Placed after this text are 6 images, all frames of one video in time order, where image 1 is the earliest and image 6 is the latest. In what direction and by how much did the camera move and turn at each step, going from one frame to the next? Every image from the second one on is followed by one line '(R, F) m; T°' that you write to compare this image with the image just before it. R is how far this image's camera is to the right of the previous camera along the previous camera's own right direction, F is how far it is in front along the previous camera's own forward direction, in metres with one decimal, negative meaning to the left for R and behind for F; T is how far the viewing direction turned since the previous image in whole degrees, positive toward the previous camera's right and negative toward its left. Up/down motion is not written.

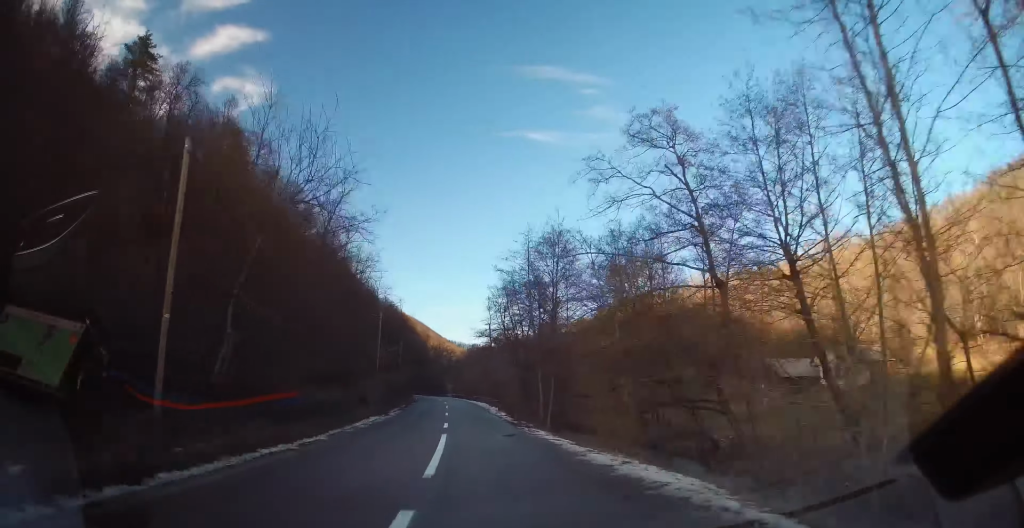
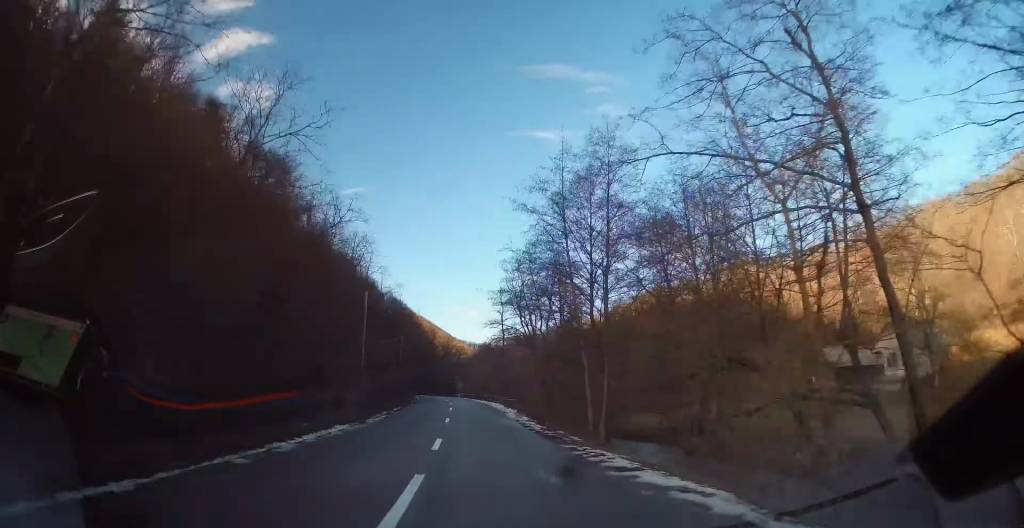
(-0.1, +10.6) m; -2°
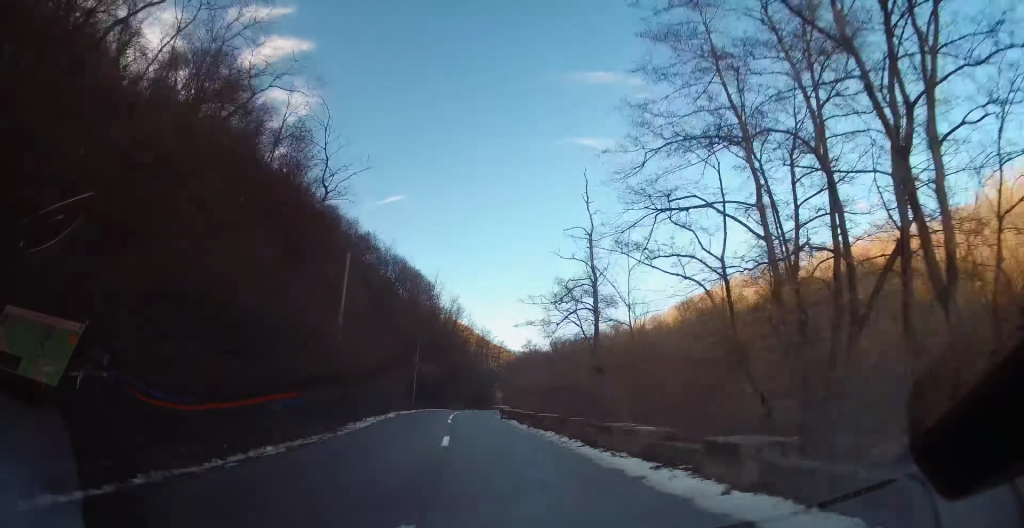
(-1.7, +45.8) m; -3°
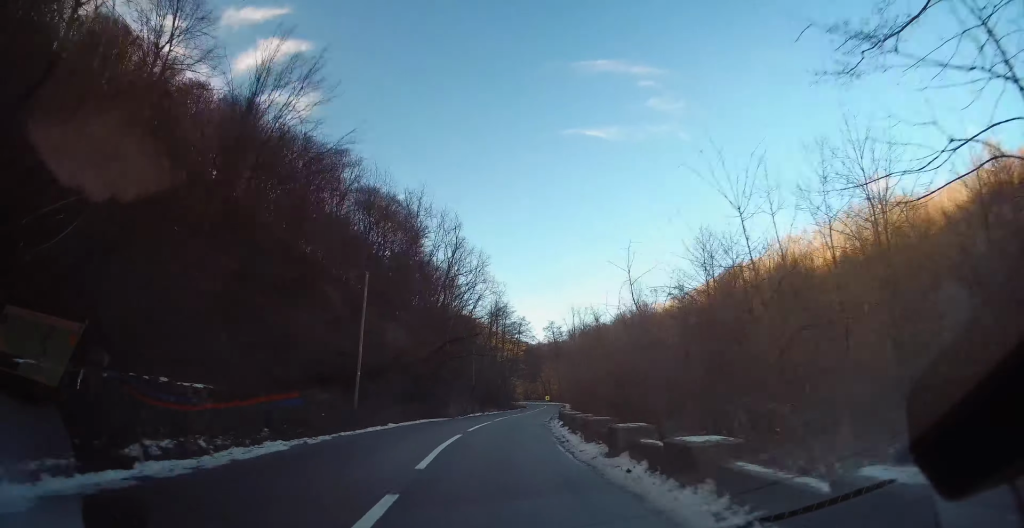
(-0.2, +34.3) m; +1°
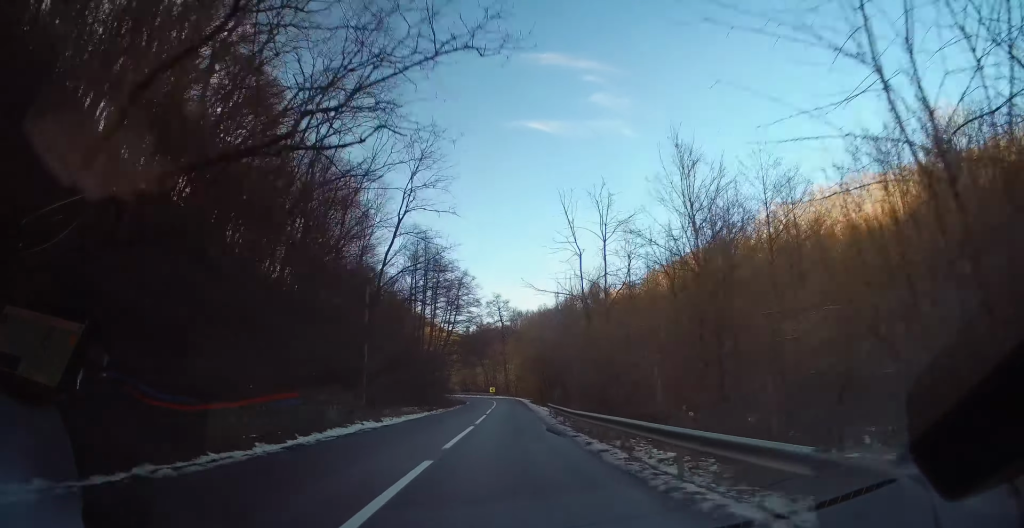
(+1.5, +32.1) m; +5°
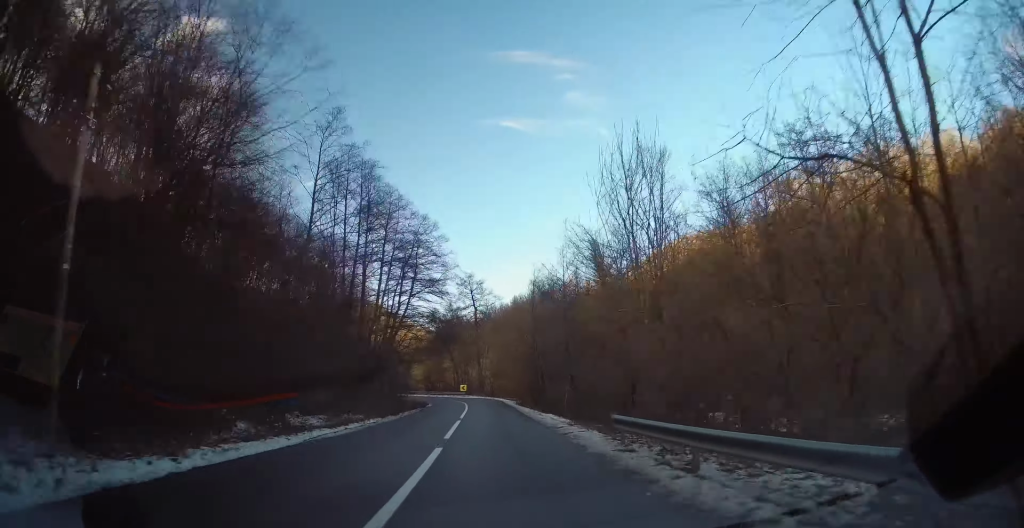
(+0.5, +20.8) m; +3°
